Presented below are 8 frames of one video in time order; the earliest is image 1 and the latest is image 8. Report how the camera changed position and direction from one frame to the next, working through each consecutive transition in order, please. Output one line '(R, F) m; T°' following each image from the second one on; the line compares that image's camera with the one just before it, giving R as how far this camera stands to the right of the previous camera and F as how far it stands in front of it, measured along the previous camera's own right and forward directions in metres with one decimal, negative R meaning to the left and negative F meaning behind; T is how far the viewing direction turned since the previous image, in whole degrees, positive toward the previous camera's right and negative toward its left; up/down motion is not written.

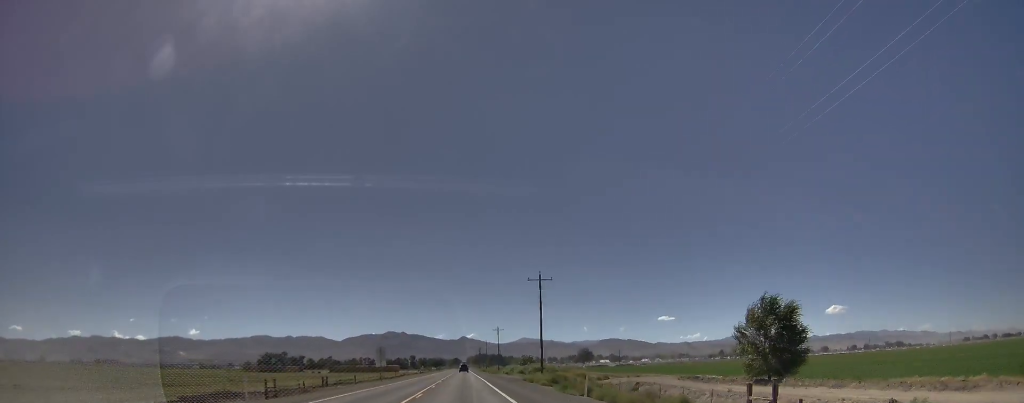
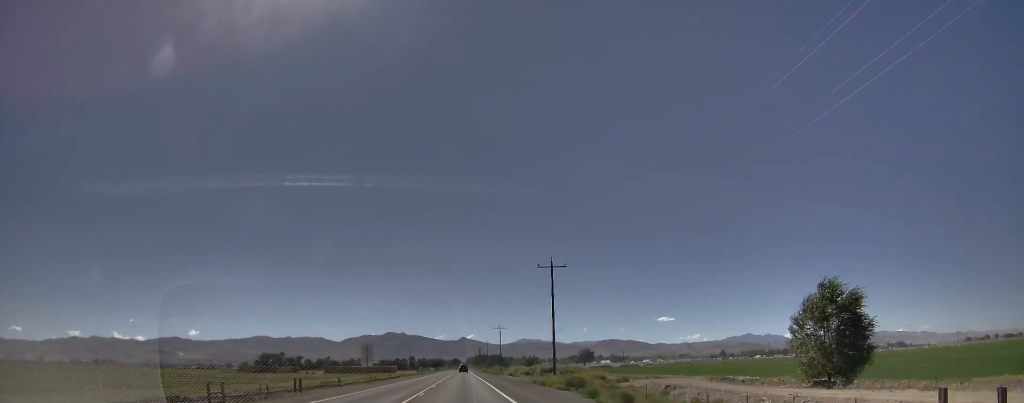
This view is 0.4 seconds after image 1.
(0.0, +10.7) m; 0°
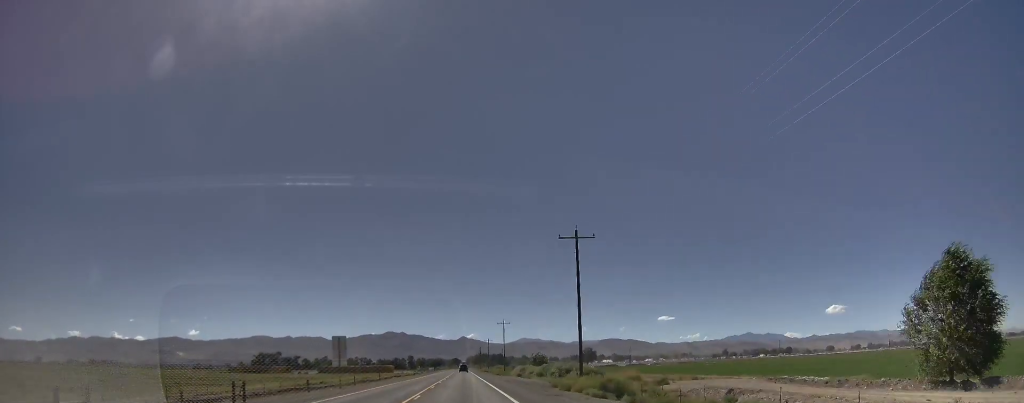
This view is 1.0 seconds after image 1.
(0.0, +14.8) m; 0°
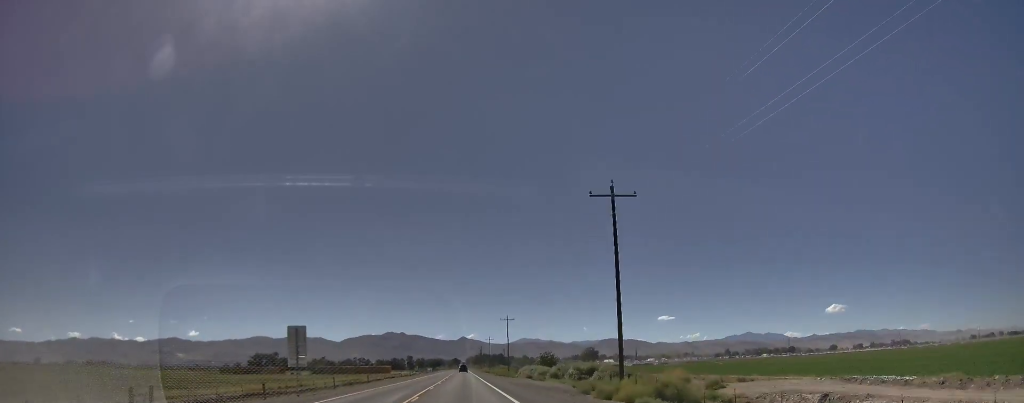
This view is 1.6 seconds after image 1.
(0.0, +13.1) m; 0°
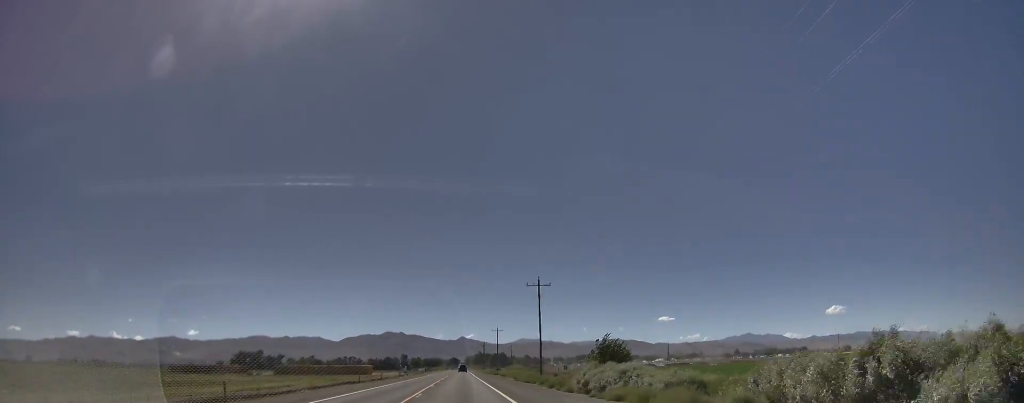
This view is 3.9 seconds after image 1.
(+0.9, +57.6) m; +2°
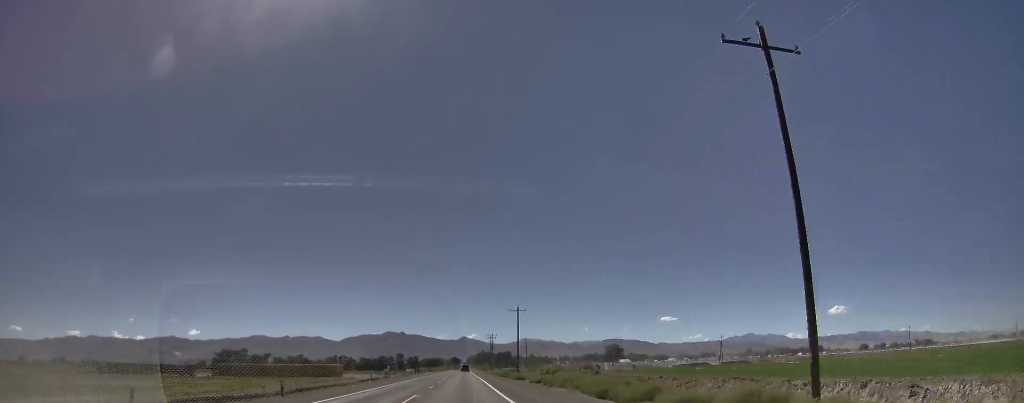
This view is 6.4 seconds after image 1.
(-0.6, +61.2) m; +1°
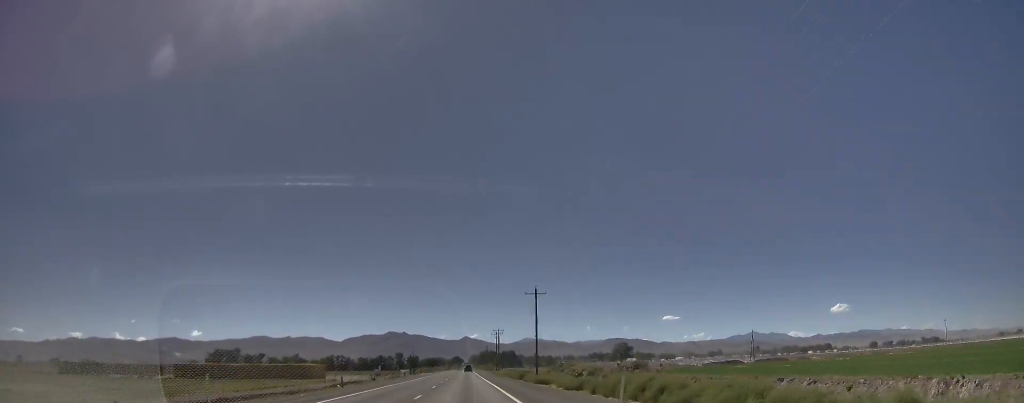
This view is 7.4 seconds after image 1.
(-0.6, +25.7) m; -2°
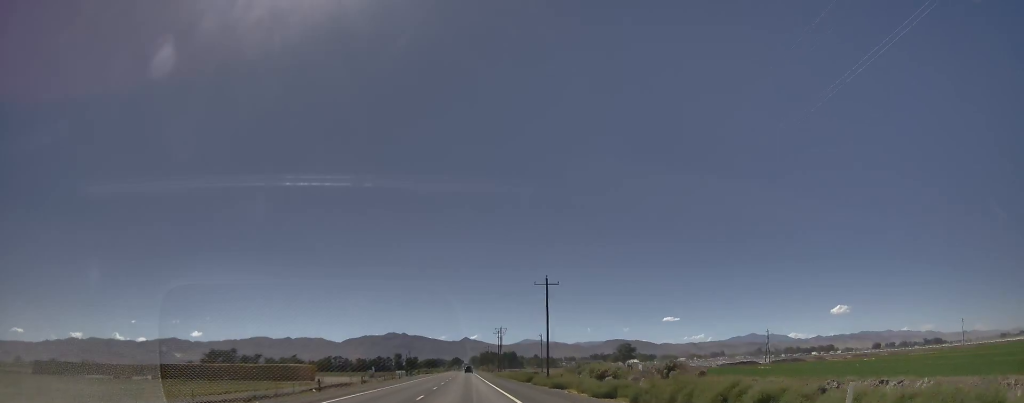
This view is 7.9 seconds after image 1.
(-0.1, +11.6) m; 0°
